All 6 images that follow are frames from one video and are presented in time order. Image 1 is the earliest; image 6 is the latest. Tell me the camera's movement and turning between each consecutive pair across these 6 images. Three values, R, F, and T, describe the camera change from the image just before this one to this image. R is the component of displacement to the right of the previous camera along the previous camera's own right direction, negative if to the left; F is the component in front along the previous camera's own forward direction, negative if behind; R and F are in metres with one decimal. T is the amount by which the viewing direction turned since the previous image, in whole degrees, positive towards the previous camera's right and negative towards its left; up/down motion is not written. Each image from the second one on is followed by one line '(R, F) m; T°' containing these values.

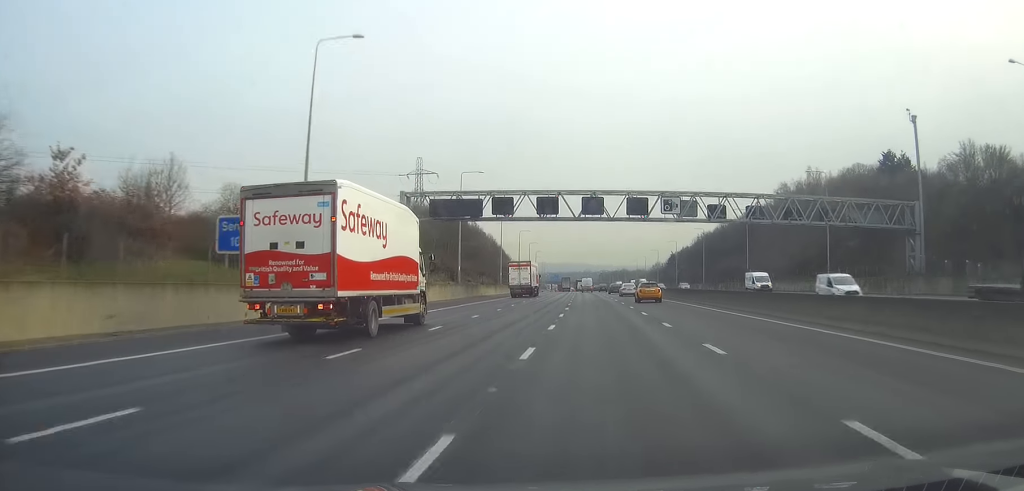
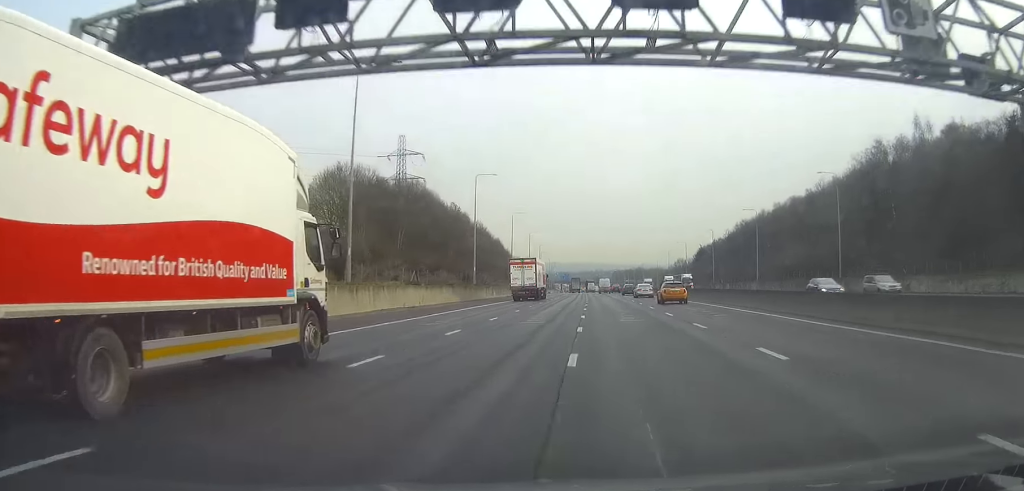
(-0.2, +46.1) m; 0°
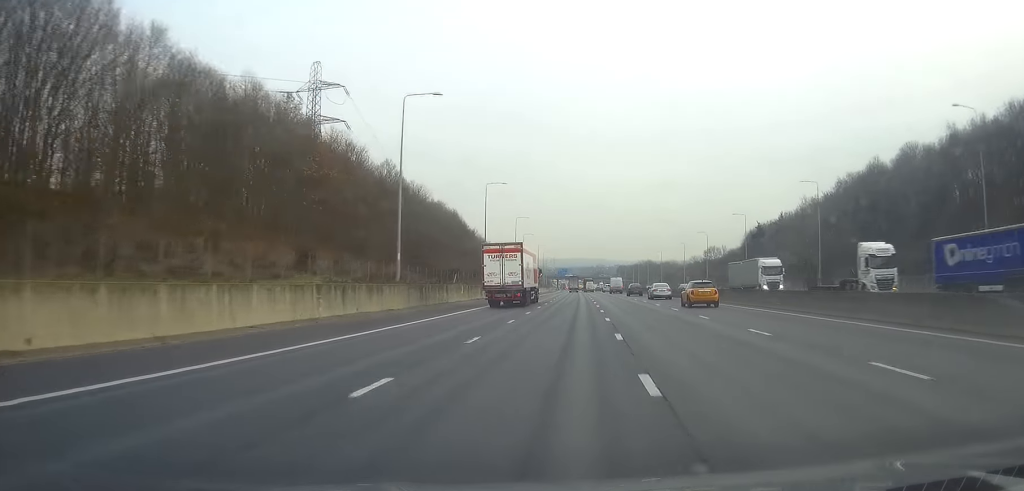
(-0.3, +84.1) m; 0°
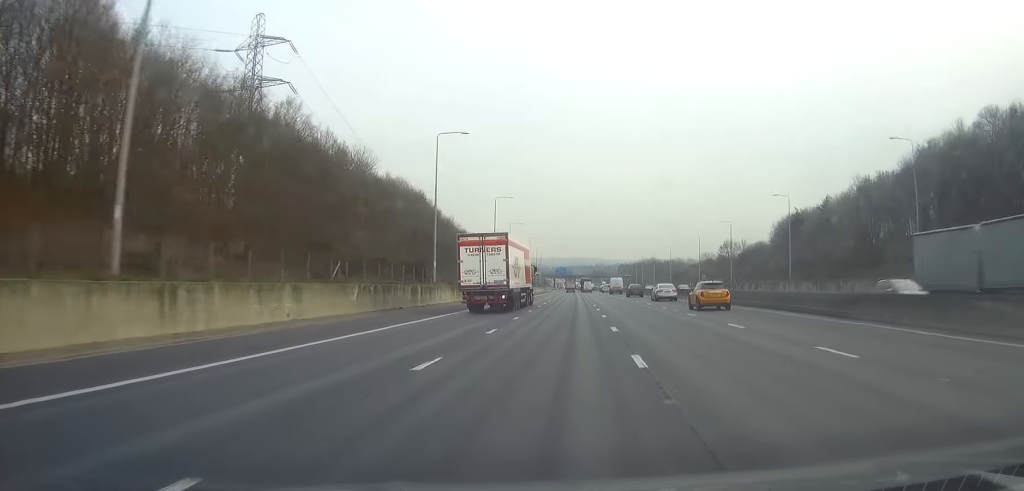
(+0.1, +32.7) m; 0°
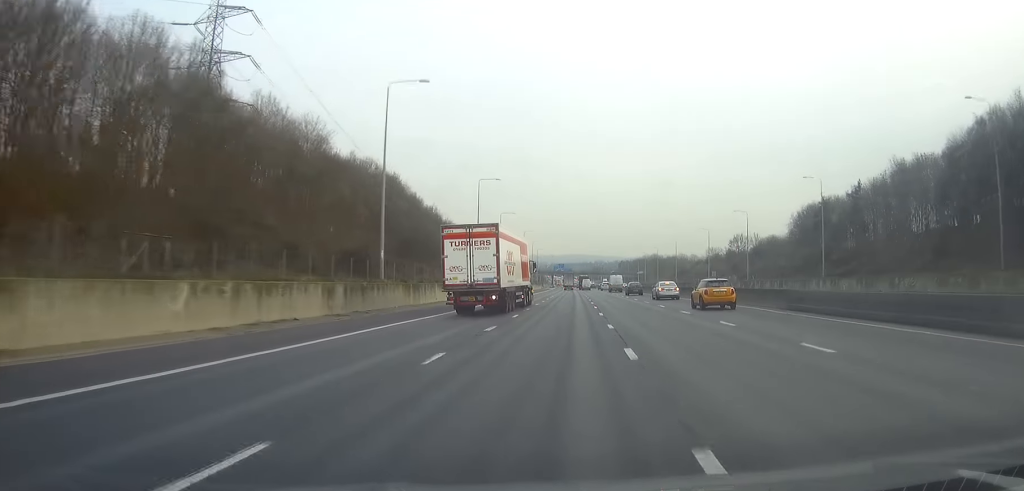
(+0.1, +16.9) m; 0°
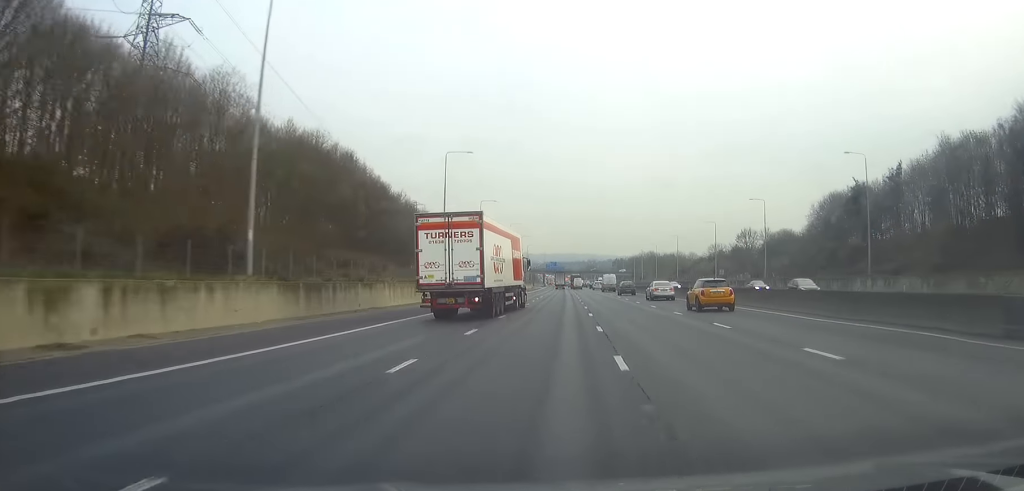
(+0.1, +19.0) m; 0°
